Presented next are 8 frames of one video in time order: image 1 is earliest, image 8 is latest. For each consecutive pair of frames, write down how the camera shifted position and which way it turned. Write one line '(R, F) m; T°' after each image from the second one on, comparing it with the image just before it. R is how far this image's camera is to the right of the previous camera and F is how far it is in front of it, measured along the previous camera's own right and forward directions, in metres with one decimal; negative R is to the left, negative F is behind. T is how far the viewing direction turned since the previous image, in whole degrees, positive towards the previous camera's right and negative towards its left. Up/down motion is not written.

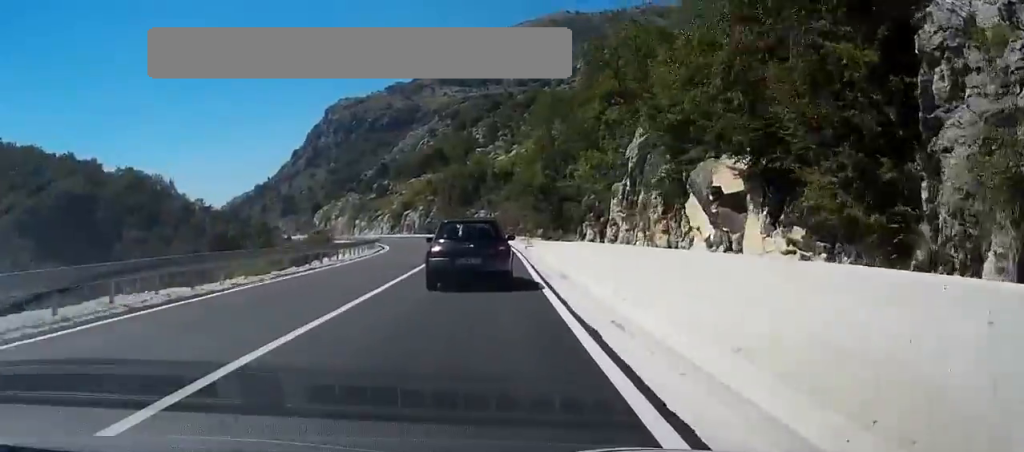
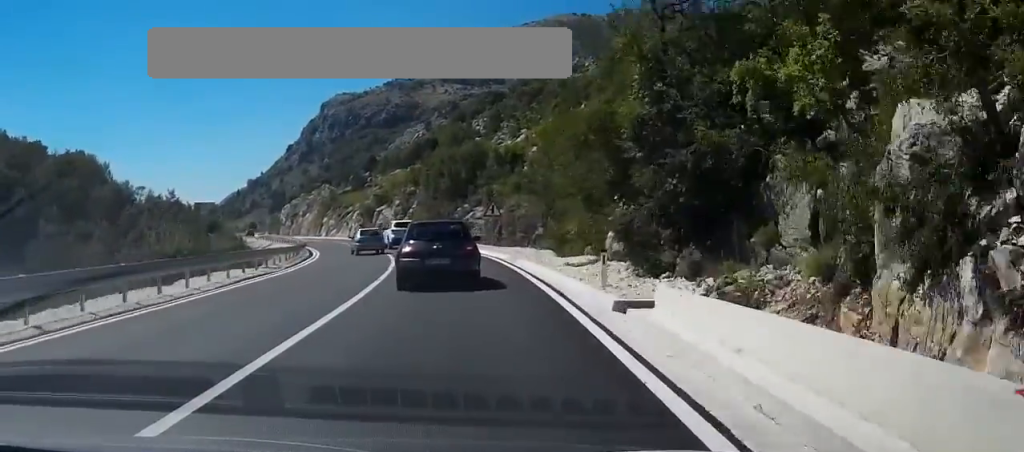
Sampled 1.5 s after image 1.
(+0.8, +27.3) m; +1°
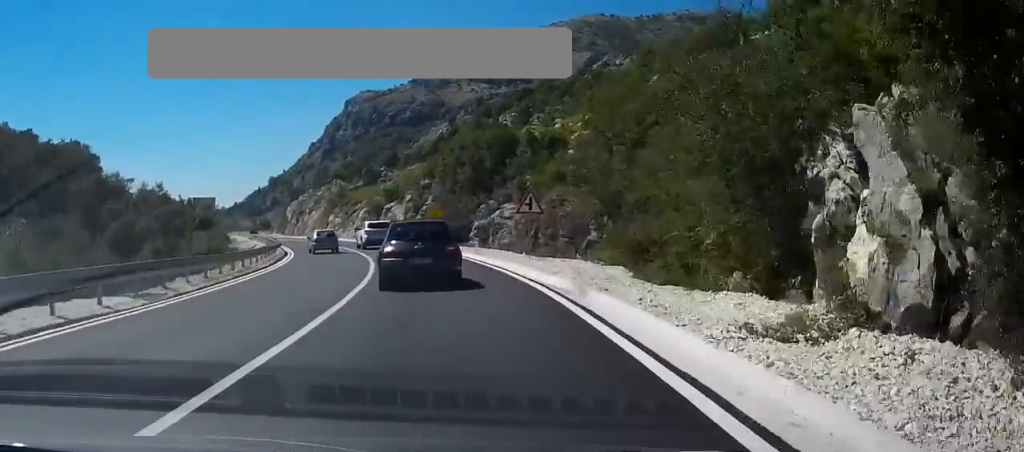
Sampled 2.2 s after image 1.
(-0.1, +13.2) m; -2°
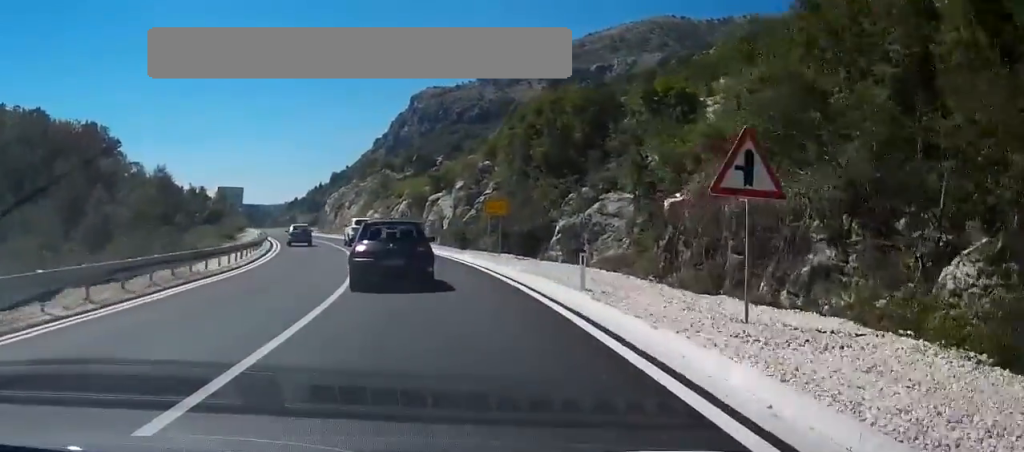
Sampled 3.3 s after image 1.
(-0.6, +18.5) m; -4°
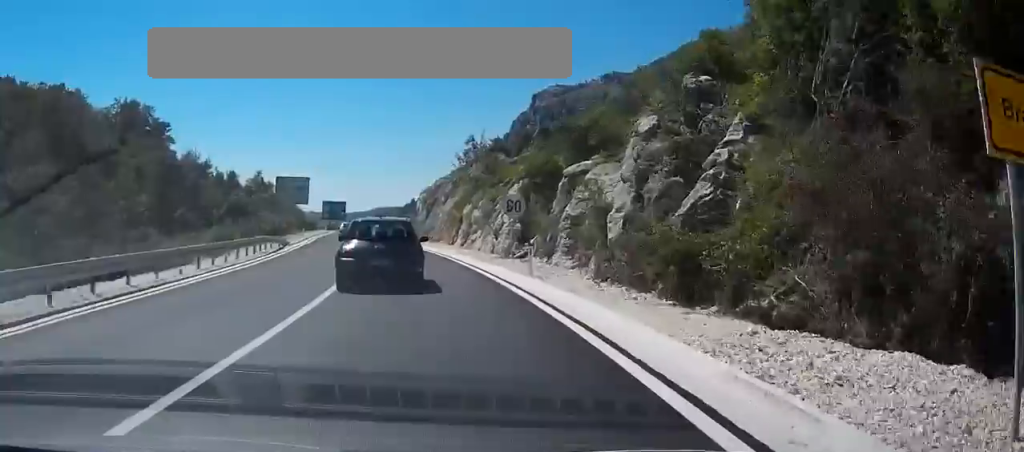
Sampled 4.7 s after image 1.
(-1.8, +26.6) m; -8°
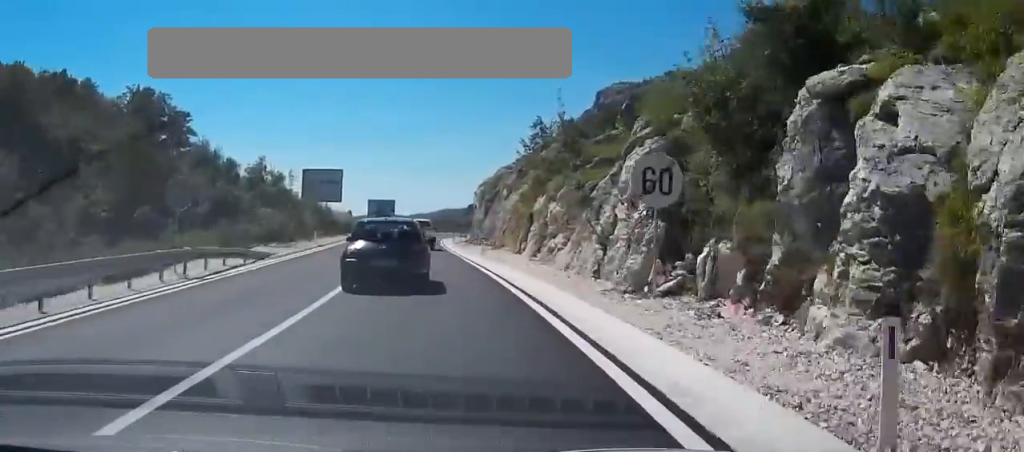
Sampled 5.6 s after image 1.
(-0.6, +15.2) m; -4°
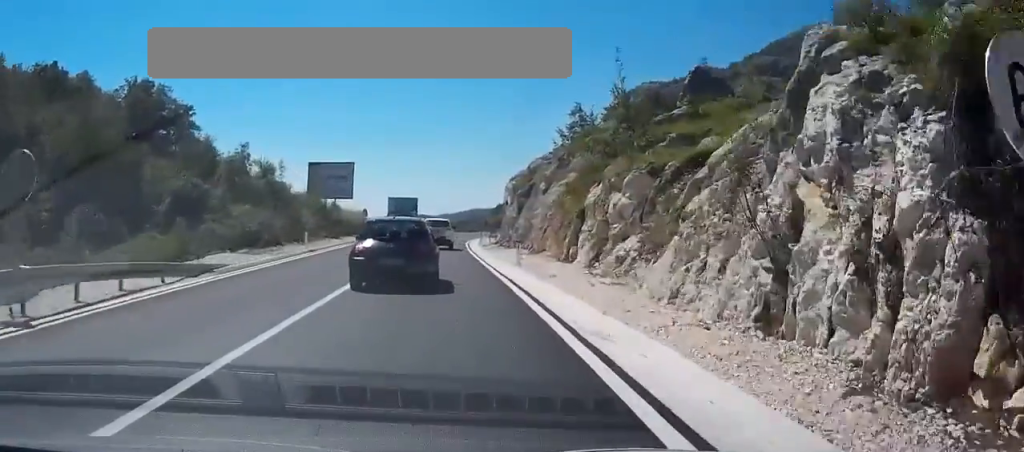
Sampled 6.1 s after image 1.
(-0.1, +9.1) m; -2°
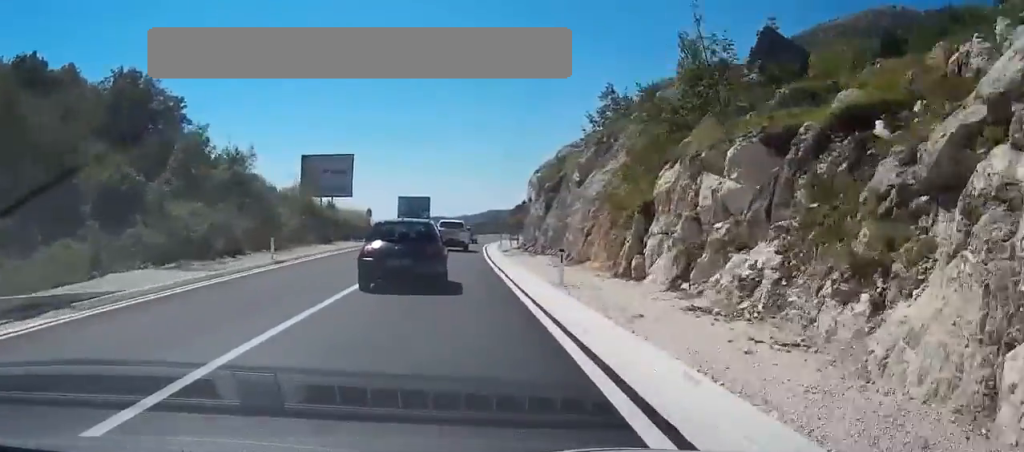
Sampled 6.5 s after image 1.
(-0.3, +8.4) m; -2°
